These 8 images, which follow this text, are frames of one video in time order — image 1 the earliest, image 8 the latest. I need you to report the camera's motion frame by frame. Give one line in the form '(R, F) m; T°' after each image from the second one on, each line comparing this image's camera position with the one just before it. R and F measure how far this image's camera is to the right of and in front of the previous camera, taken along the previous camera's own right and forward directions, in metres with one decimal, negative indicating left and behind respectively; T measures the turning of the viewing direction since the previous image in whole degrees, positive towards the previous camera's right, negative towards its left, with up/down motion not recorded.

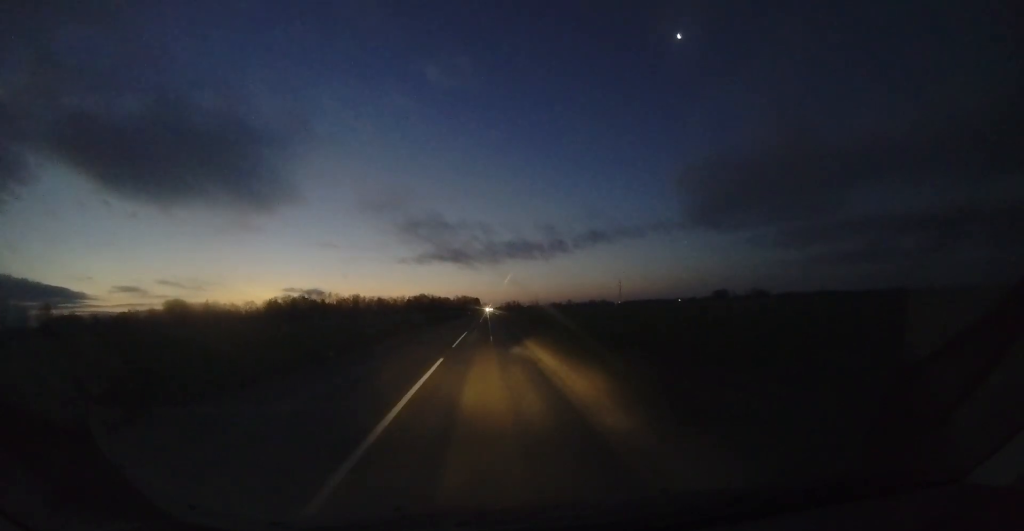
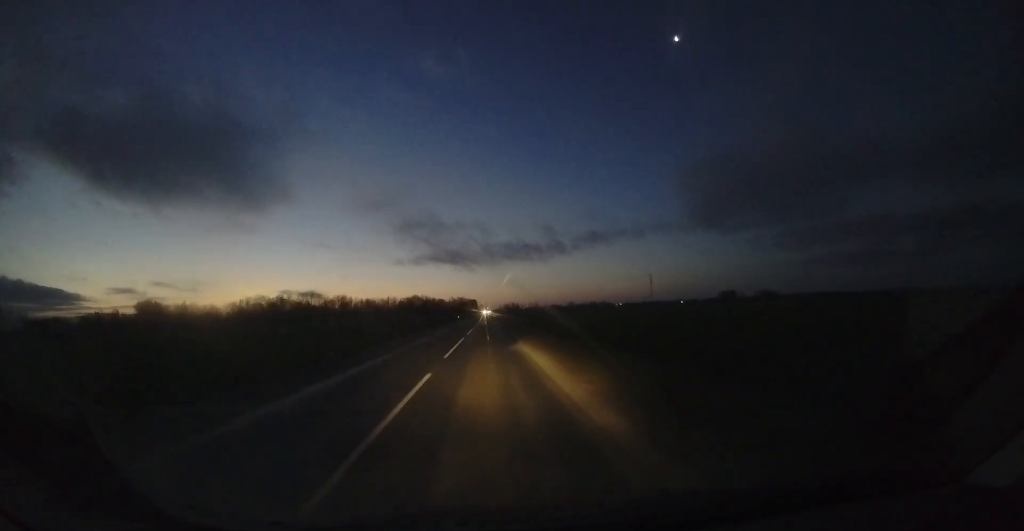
(+0.2, +26.1) m; 0°
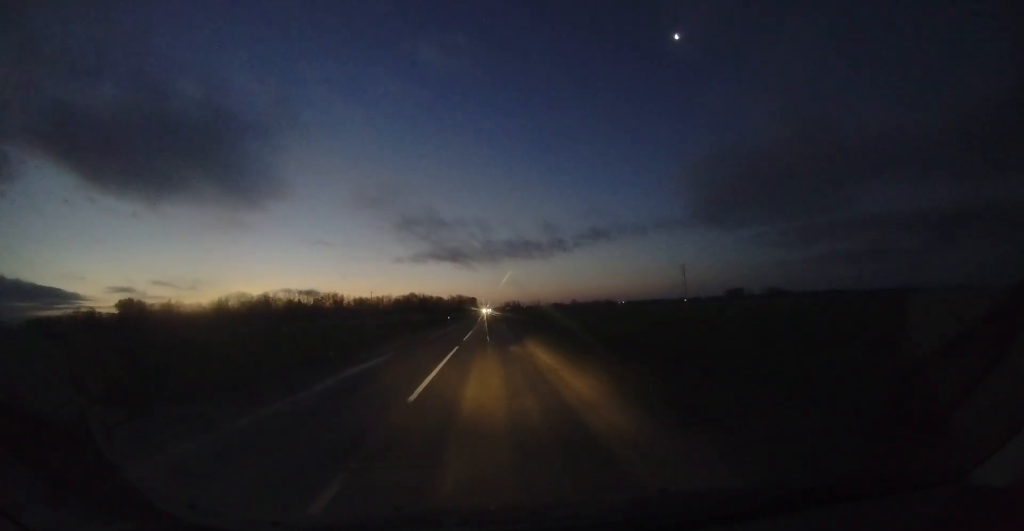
(-0.1, +18.5) m; 0°
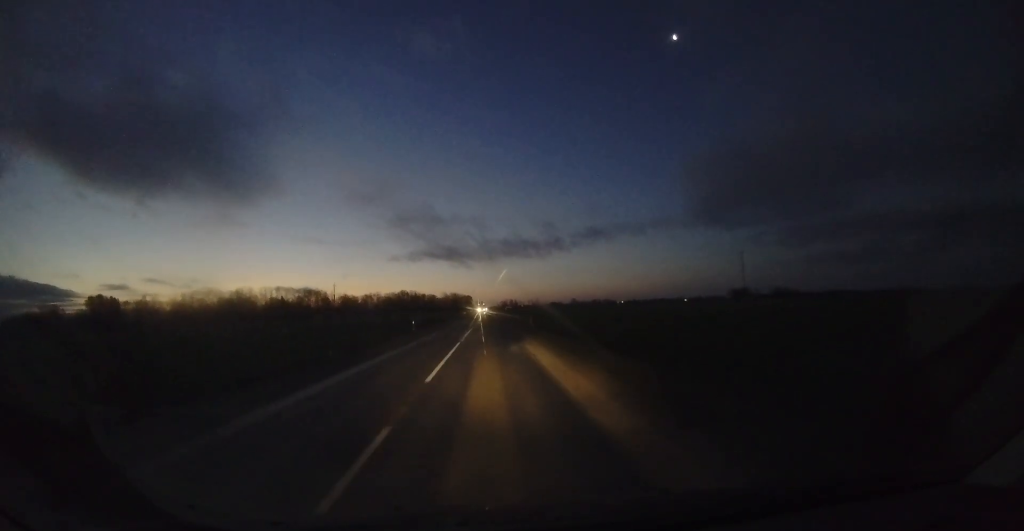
(+0.2, +22.6) m; 0°
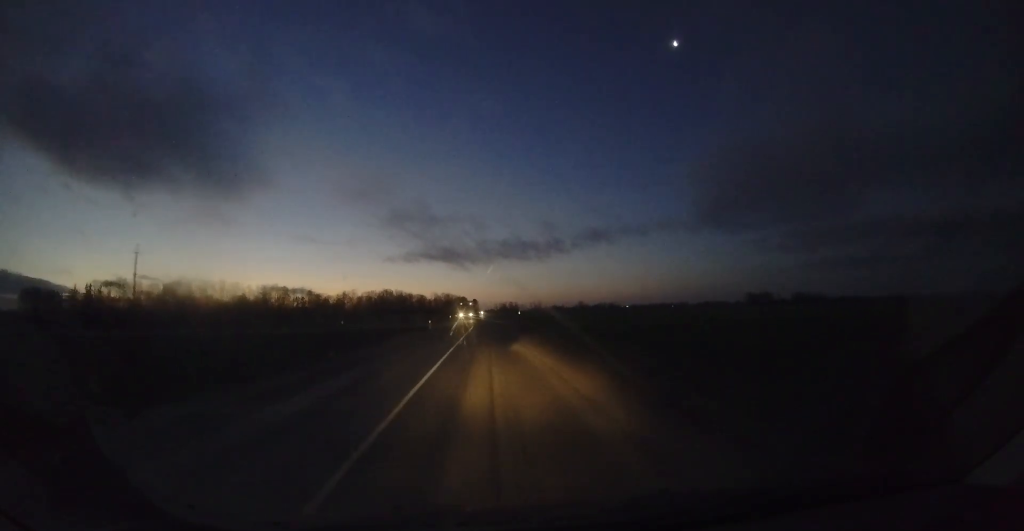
(+0.3, +49.1) m; +2°
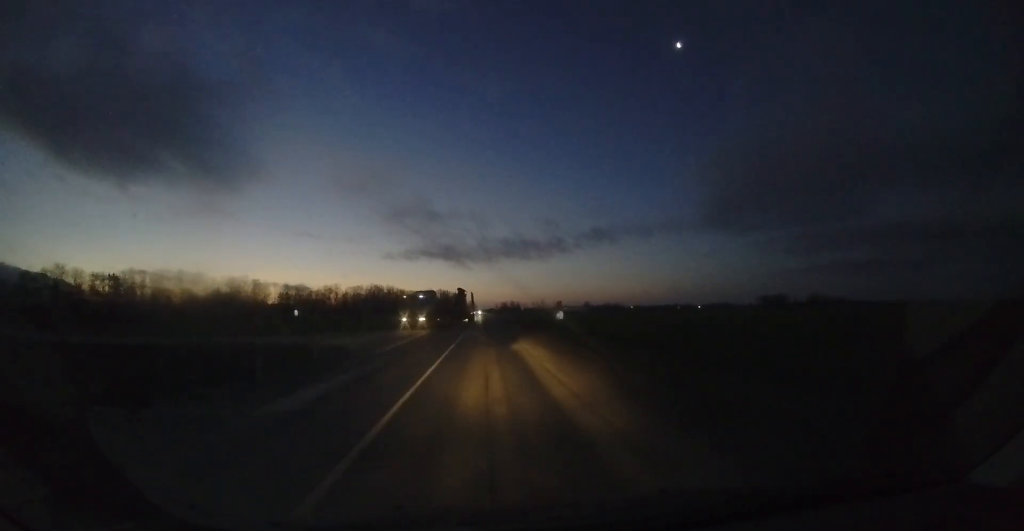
(+0.1, +28.8) m; -1°
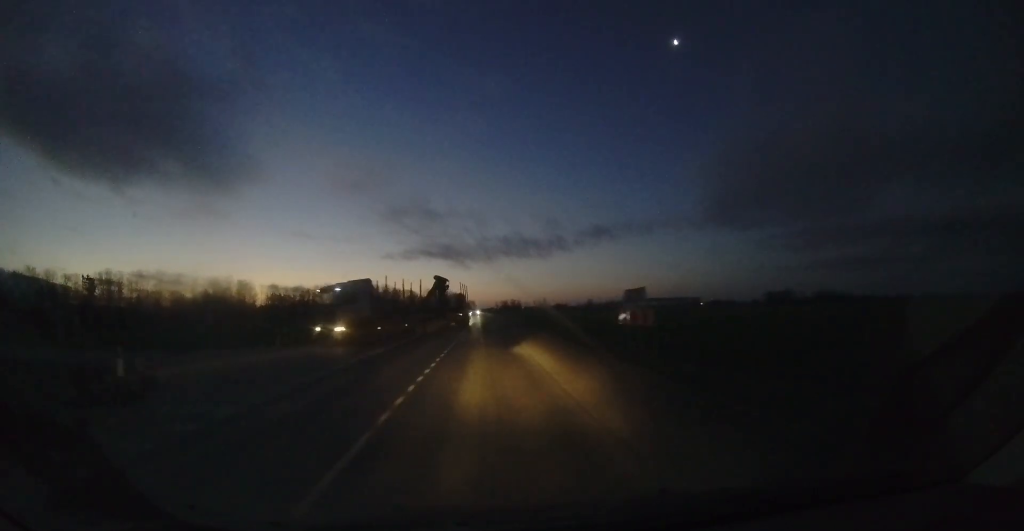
(-0.1, +12.4) m; -1°
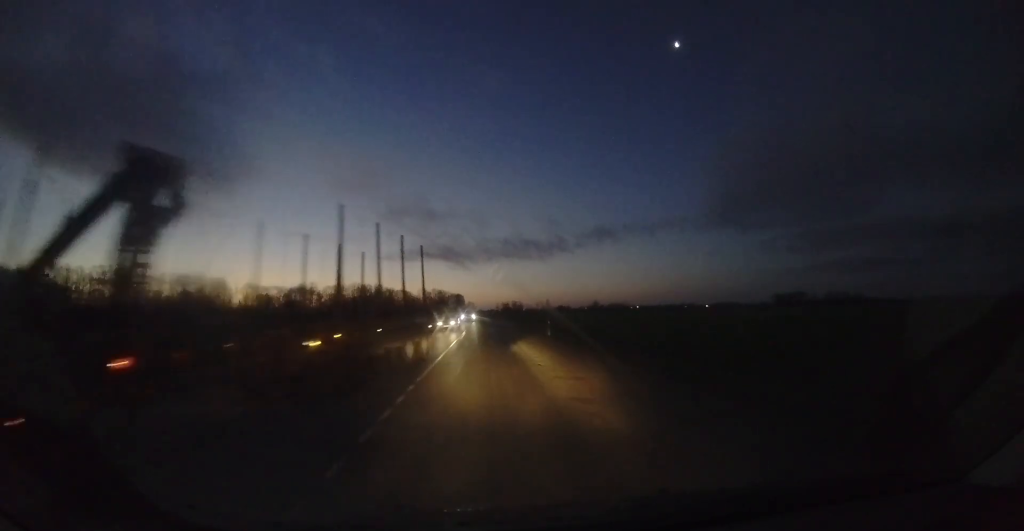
(-0.4, +19.3) m; -1°
